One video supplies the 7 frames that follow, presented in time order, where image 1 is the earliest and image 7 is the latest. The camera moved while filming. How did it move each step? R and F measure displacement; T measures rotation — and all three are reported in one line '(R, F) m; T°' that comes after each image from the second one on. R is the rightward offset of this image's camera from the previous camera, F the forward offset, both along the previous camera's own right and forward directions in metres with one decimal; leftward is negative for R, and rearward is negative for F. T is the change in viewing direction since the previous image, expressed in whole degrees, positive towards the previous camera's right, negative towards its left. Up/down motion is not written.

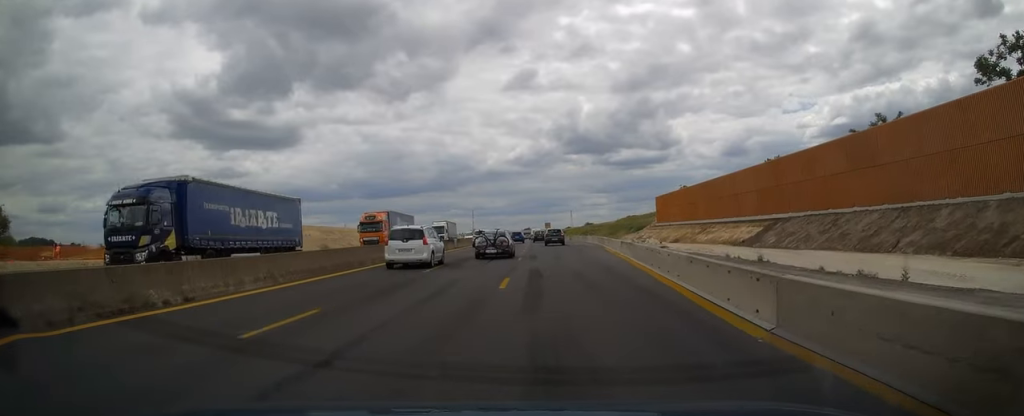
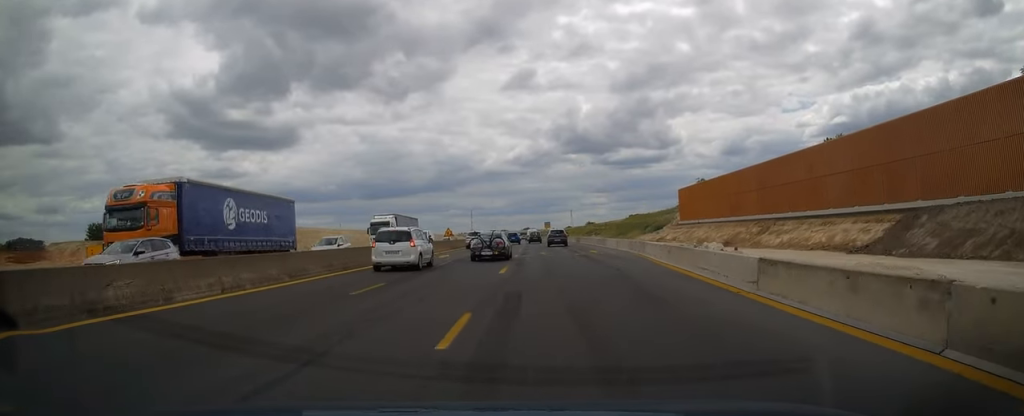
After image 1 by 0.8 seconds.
(0.0, +20.1) m; 0°
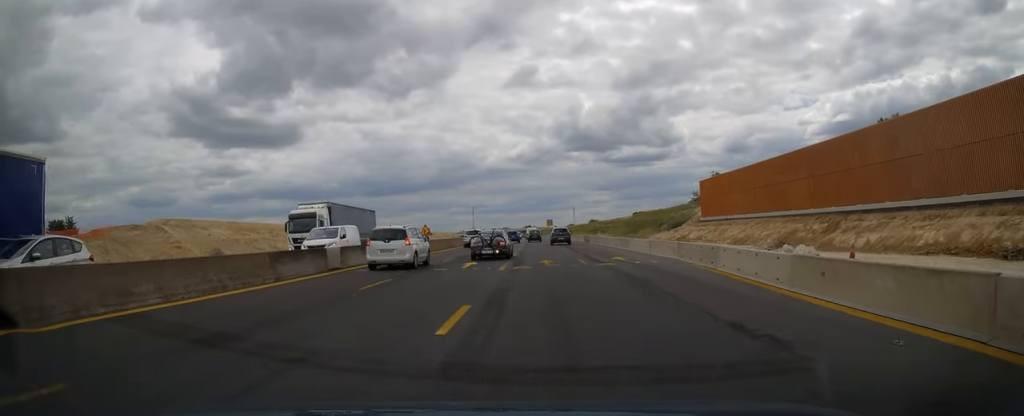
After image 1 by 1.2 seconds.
(0.0, +12.0) m; 0°
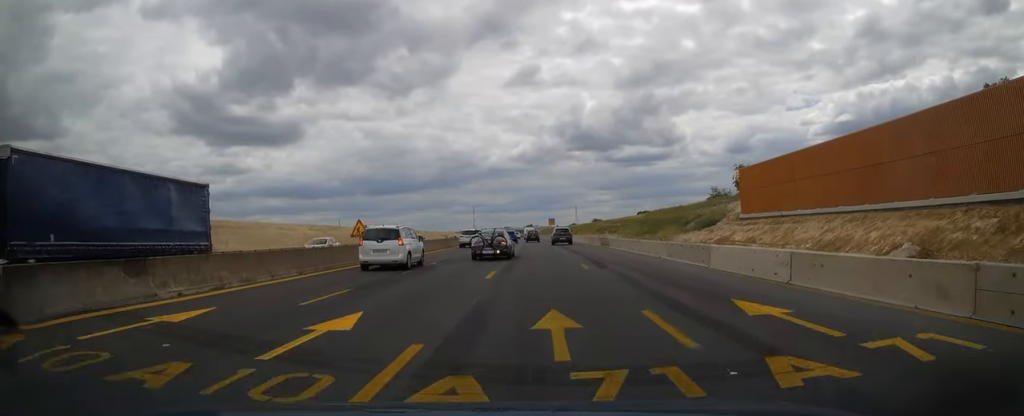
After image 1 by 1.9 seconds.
(0.0, +16.7) m; 0°
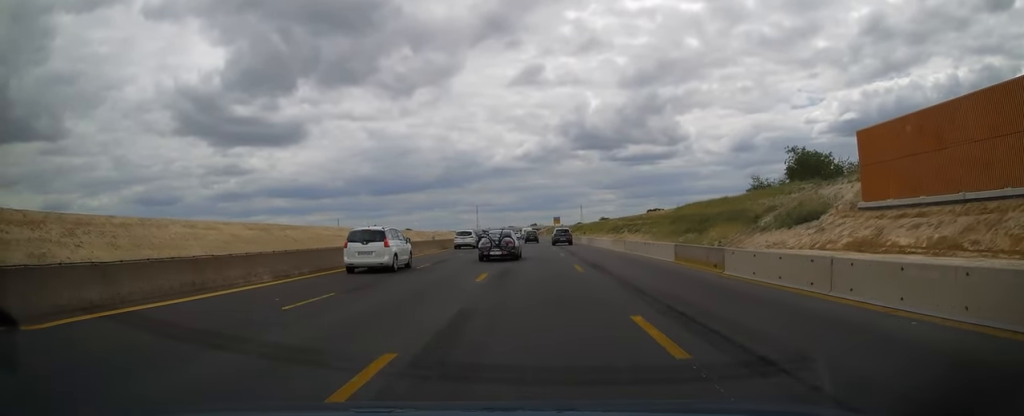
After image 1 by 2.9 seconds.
(-0.1, +26.3) m; -1°
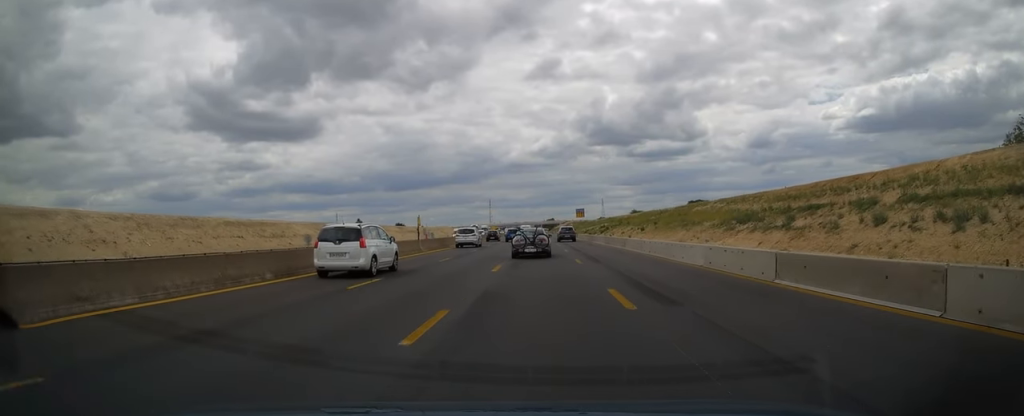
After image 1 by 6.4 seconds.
(-1.2, +87.2) m; -2°
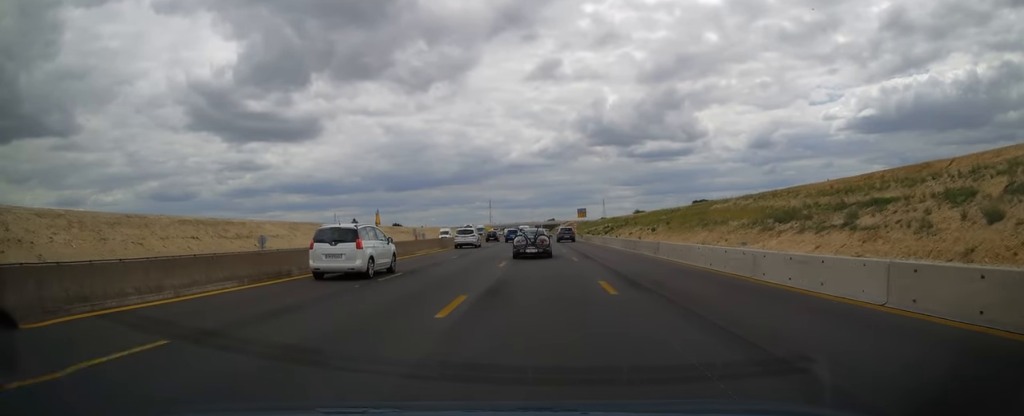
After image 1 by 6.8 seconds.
(0.0, +10.5) m; 0°
